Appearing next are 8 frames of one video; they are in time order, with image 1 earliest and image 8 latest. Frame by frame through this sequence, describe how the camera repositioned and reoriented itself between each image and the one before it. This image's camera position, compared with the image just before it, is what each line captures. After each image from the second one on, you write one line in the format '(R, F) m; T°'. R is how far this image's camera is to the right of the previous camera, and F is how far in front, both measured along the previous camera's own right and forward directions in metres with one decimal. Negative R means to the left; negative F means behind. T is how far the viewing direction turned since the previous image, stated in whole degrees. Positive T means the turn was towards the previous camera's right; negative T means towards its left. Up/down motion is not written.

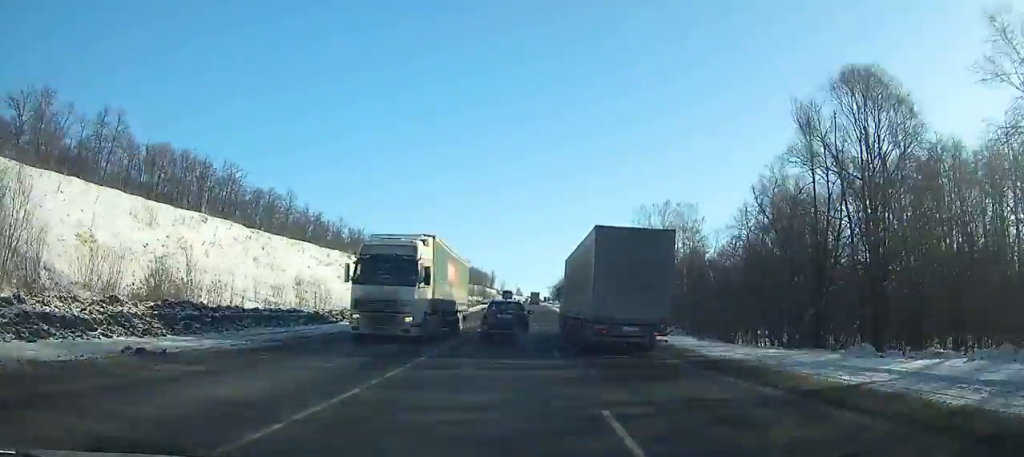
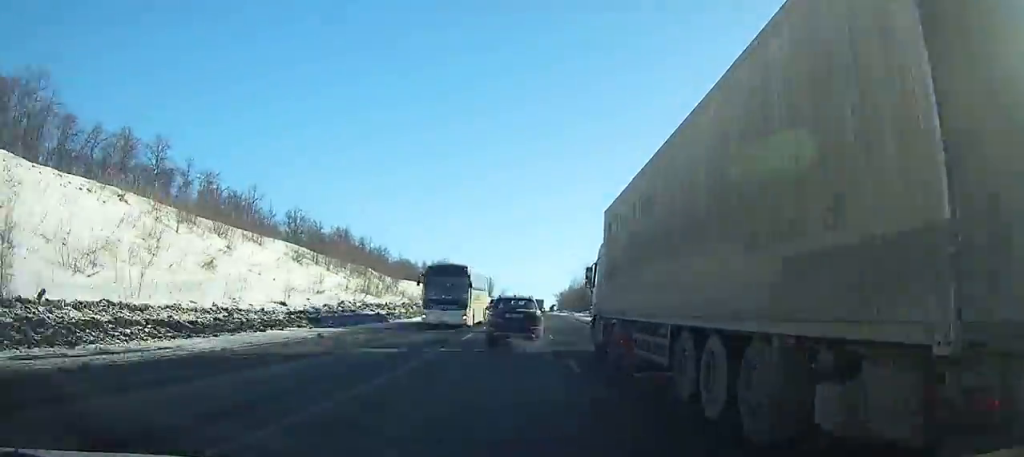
(+0.7, +64.1) m; +1°
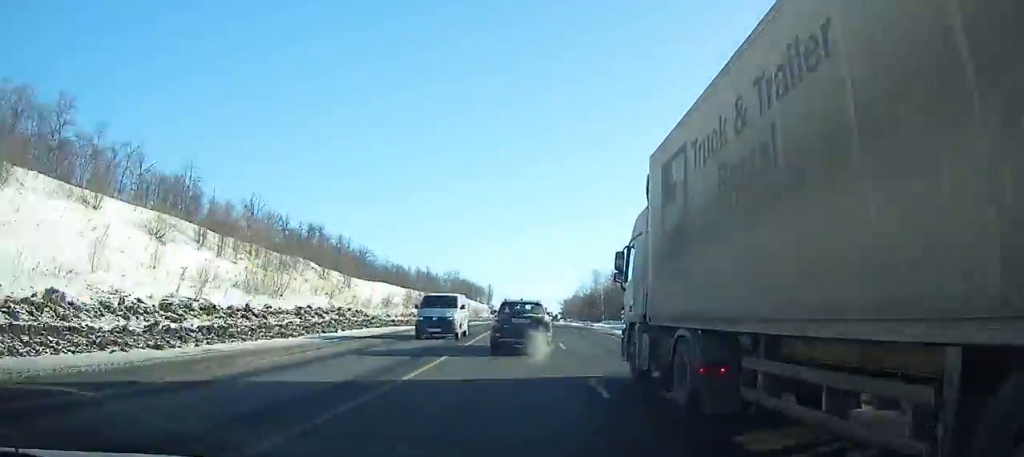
(+0.1, +28.4) m; 0°
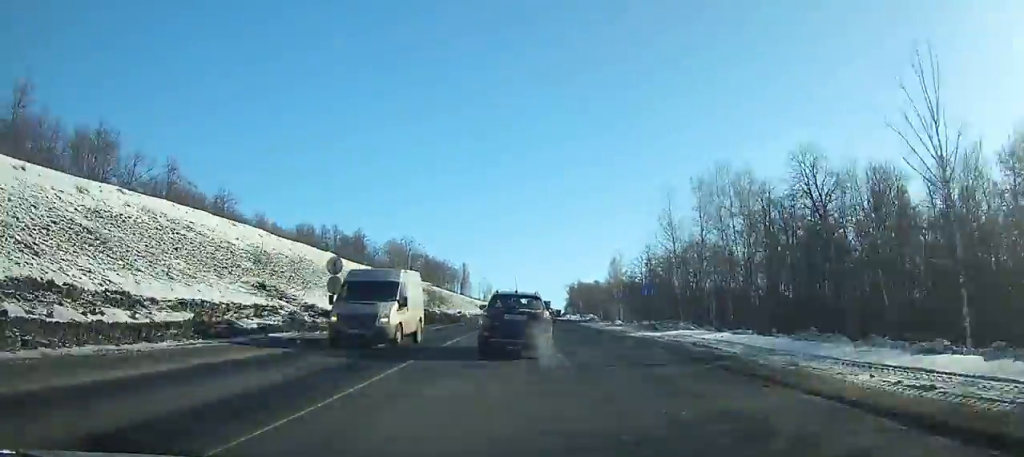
(+0.6, +140.6) m; +1°
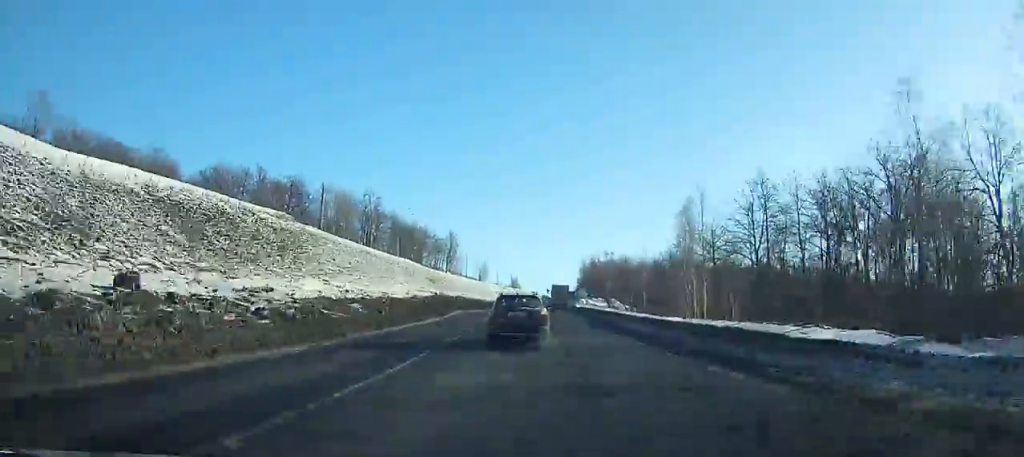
(+0.2, +63.4) m; +1°
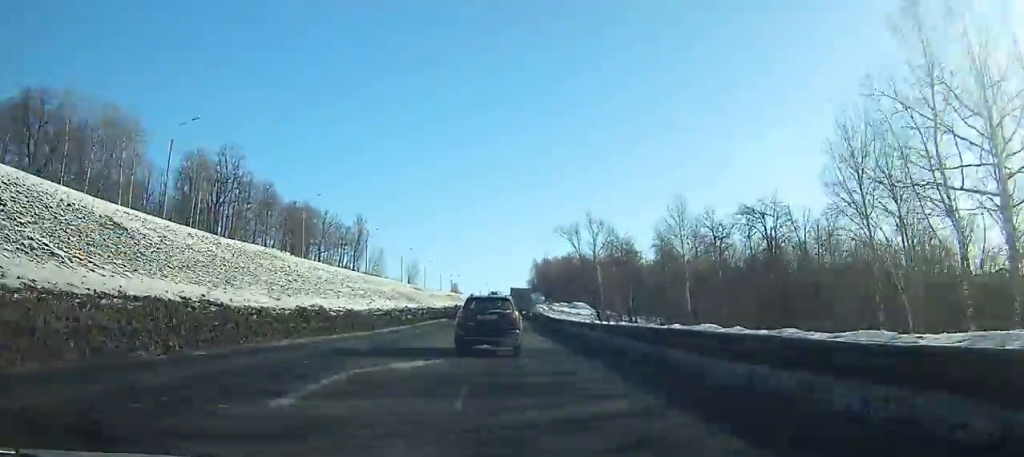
(+0.8, +59.9) m; +2°
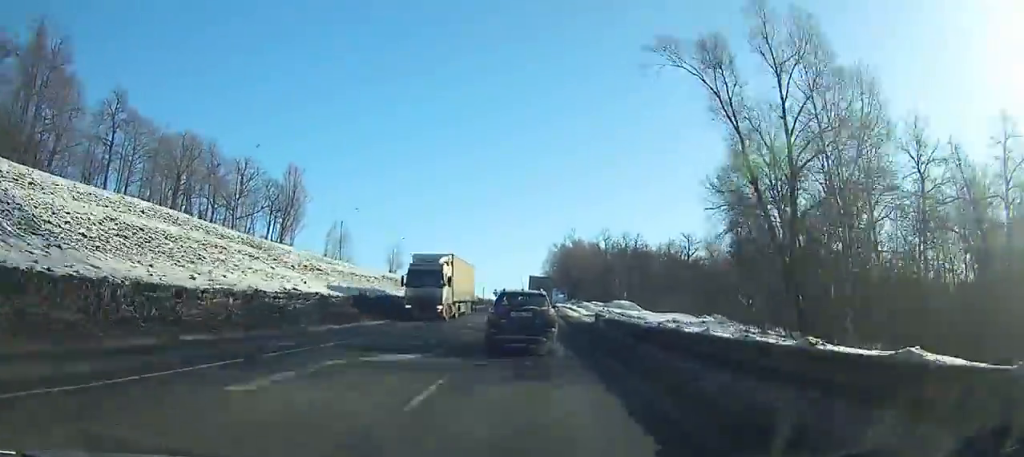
(+1.5, +60.0) m; +2°
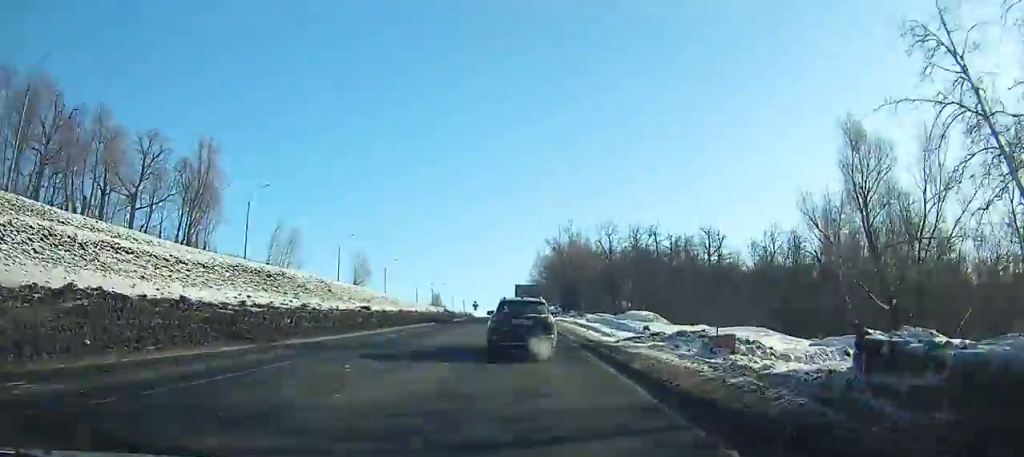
(0.0, +30.5) m; 0°
